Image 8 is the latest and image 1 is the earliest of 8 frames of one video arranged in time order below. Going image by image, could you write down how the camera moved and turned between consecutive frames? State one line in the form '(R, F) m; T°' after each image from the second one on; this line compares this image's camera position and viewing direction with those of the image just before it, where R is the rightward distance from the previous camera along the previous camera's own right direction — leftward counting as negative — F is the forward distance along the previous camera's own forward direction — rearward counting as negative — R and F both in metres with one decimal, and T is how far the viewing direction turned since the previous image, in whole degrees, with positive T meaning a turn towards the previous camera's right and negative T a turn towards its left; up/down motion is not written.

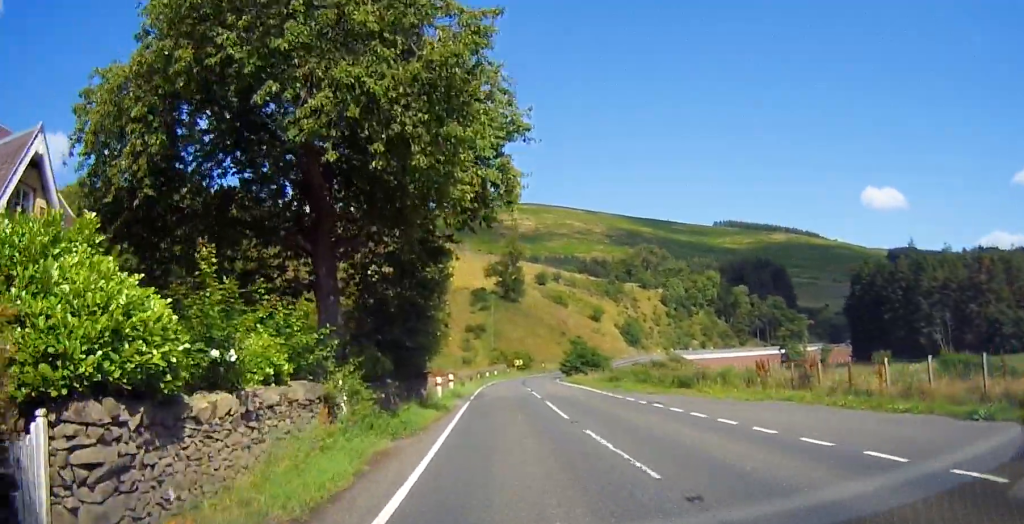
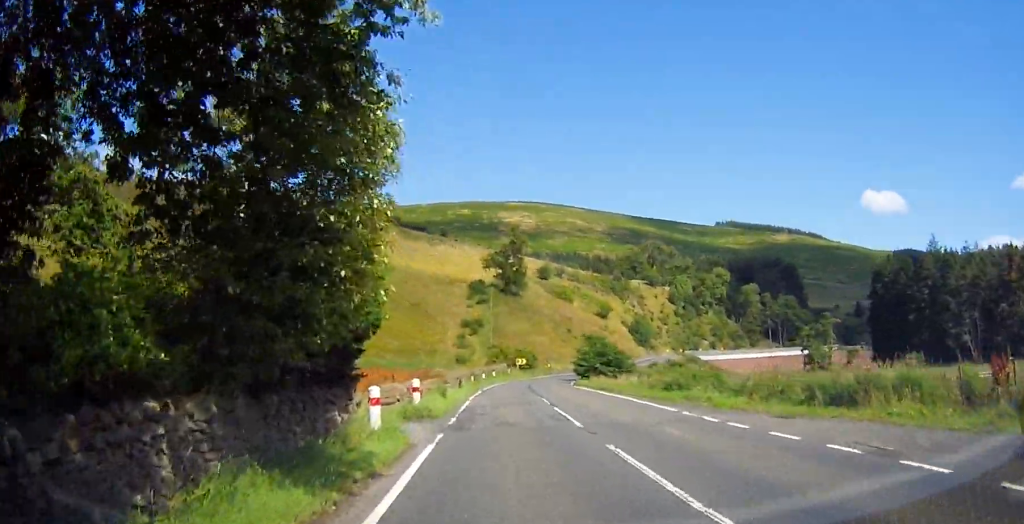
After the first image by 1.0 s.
(+0.2, +12.9) m; +1°
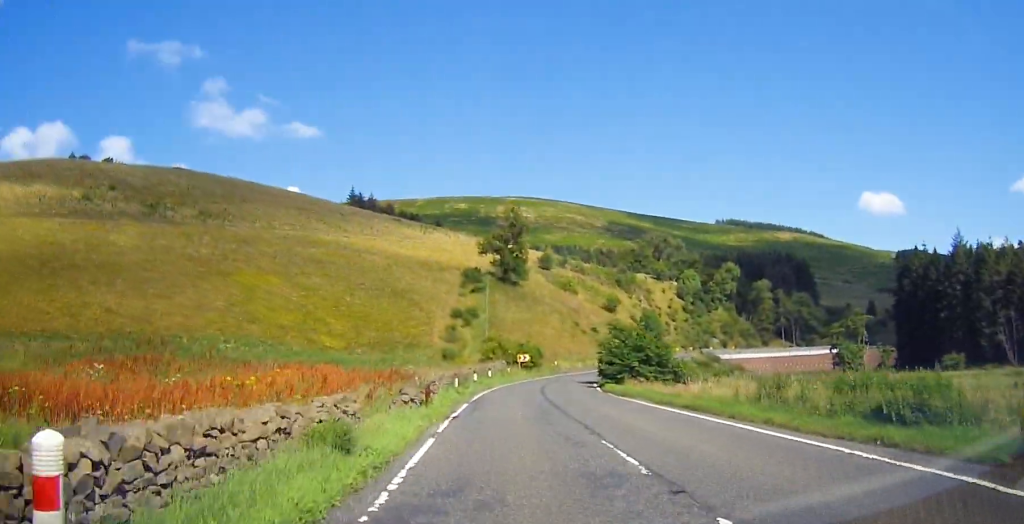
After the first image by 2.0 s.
(+0.1, +14.7) m; -1°
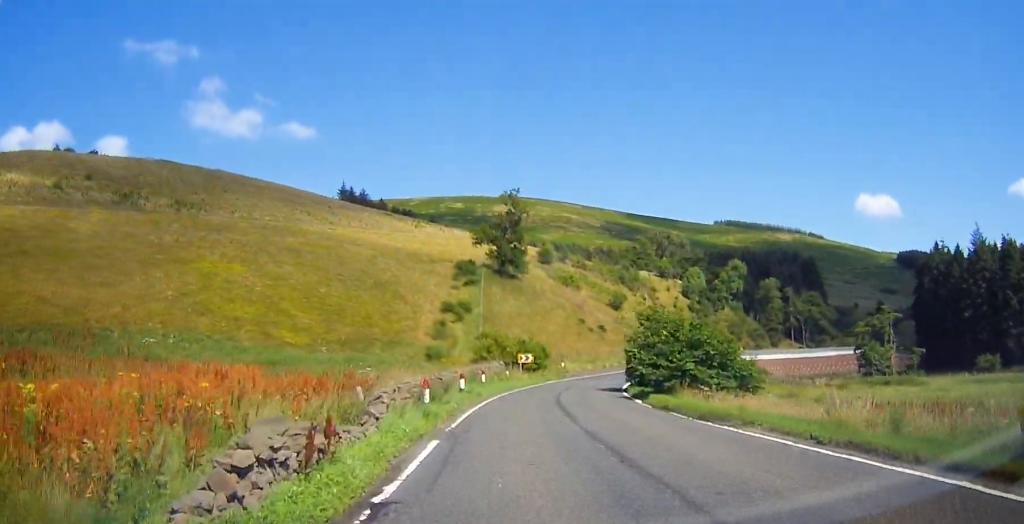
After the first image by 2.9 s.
(-0.2, +11.5) m; 0°
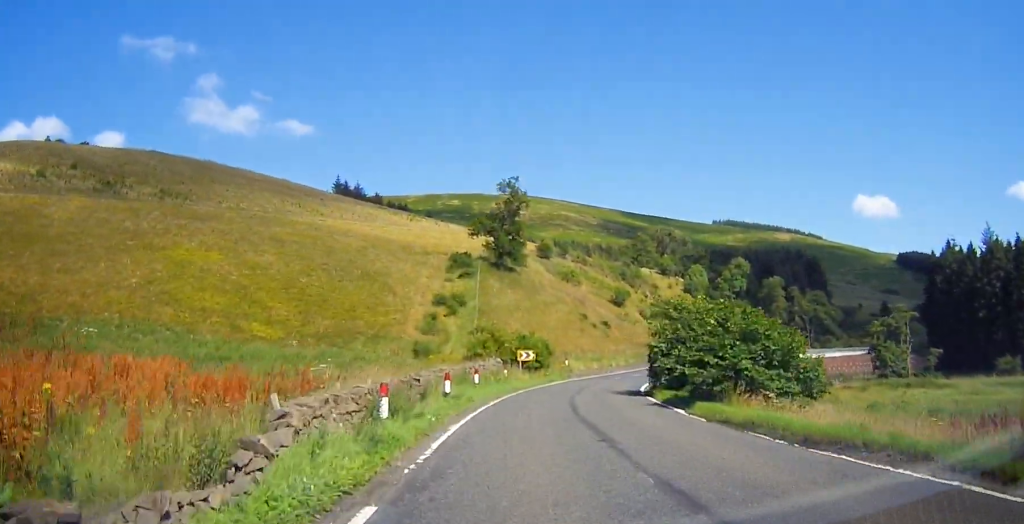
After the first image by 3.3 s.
(-0.1, +6.5) m; +1°
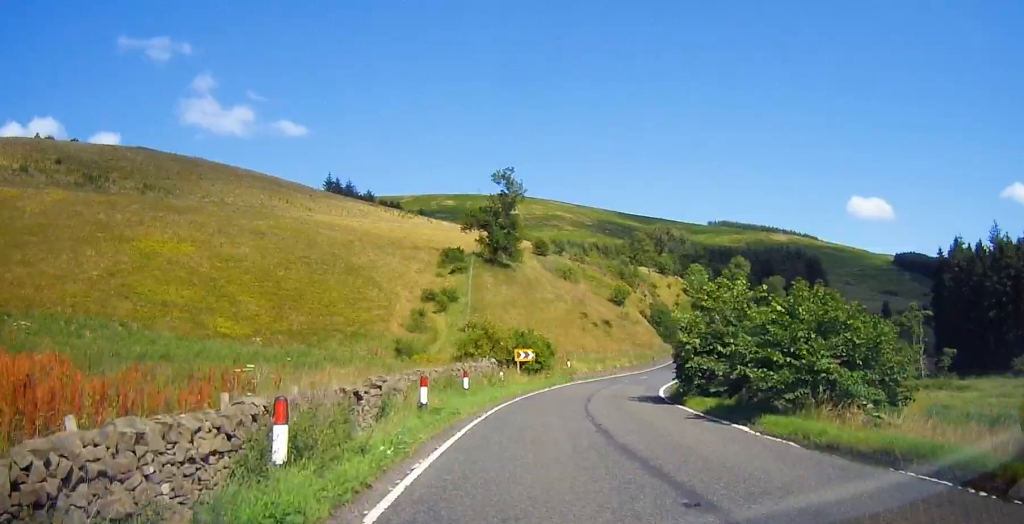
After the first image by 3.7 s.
(0.0, +5.6) m; +1°
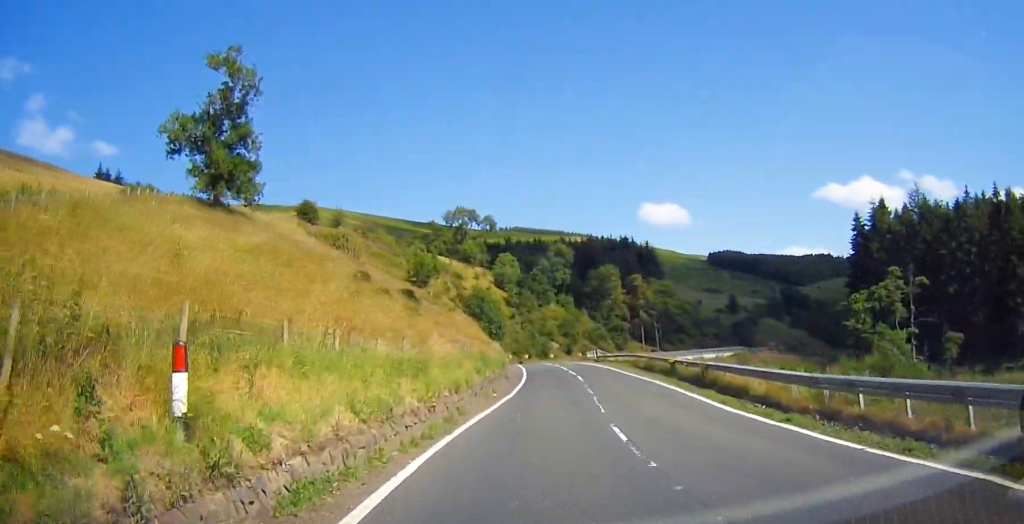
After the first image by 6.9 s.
(+5.3, +43.7) m; +18°
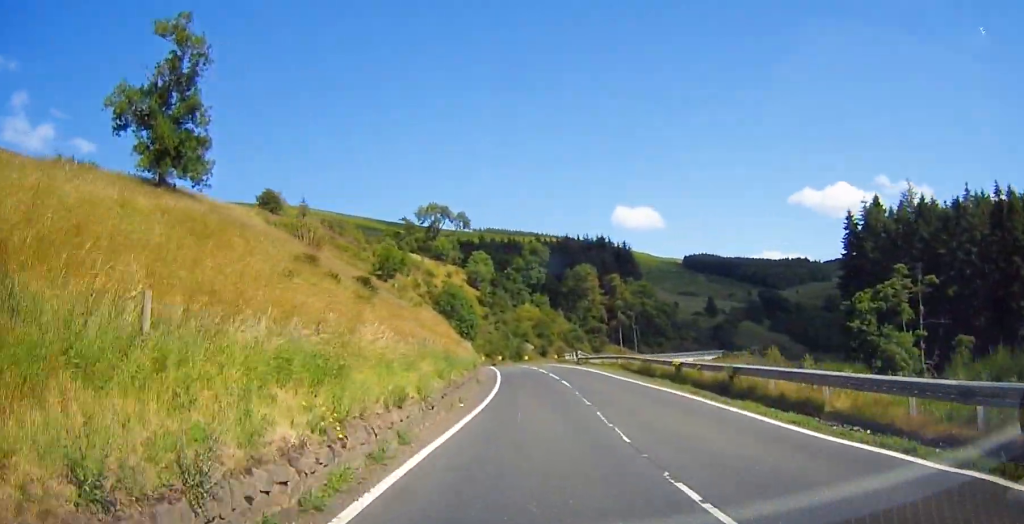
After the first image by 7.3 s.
(+0.5, +6.5) m; +2°
